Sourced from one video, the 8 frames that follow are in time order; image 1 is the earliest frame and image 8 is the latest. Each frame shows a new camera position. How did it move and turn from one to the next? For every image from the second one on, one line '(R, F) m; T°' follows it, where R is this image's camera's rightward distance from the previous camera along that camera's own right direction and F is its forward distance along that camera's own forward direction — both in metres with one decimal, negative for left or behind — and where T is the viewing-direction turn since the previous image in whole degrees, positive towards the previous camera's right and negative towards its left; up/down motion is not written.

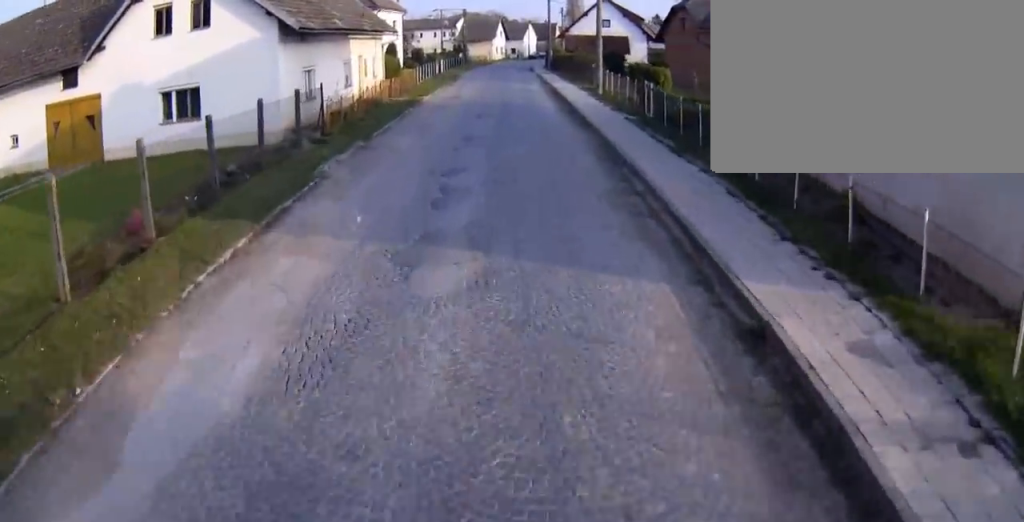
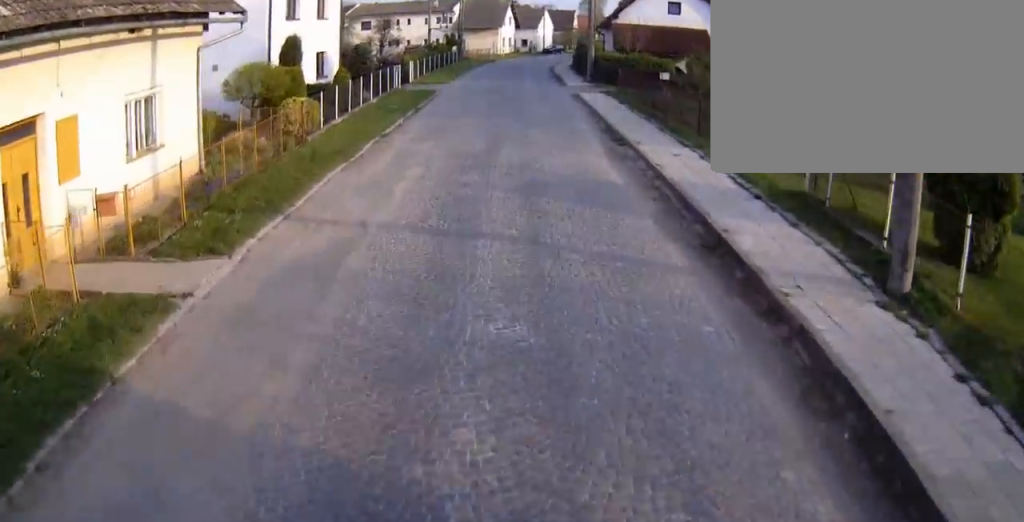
(-0.4, +26.7) m; 0°
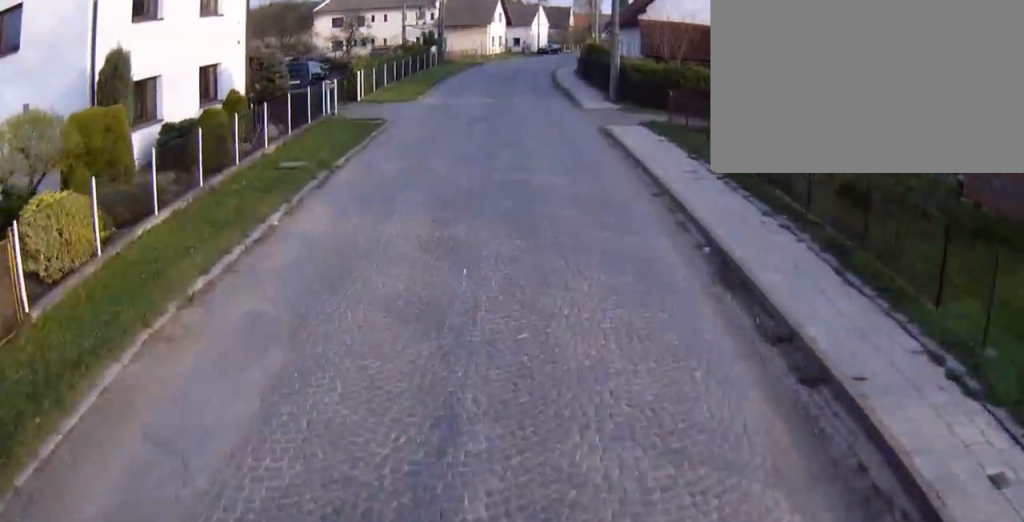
(+0.1, +12.2) m; +1°
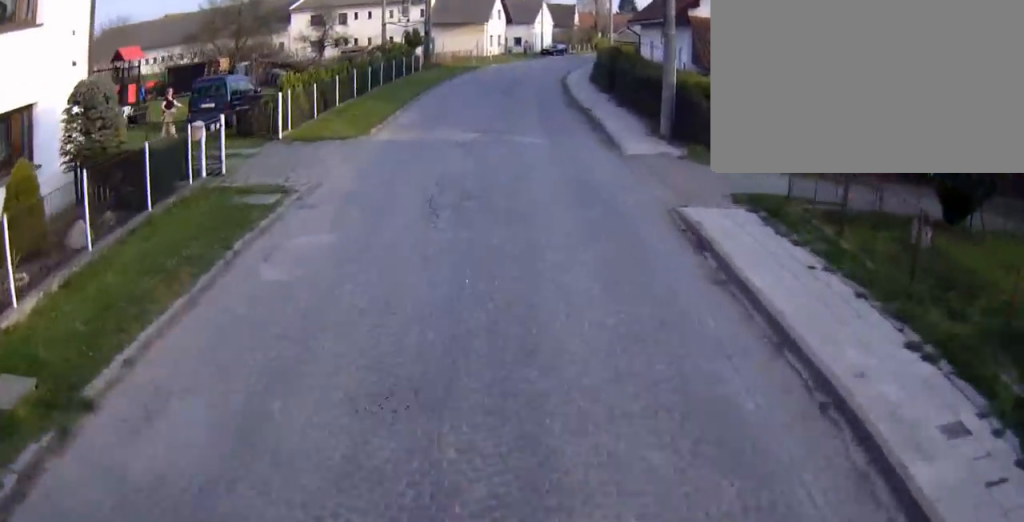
(0.0, +10.0) m; 0°
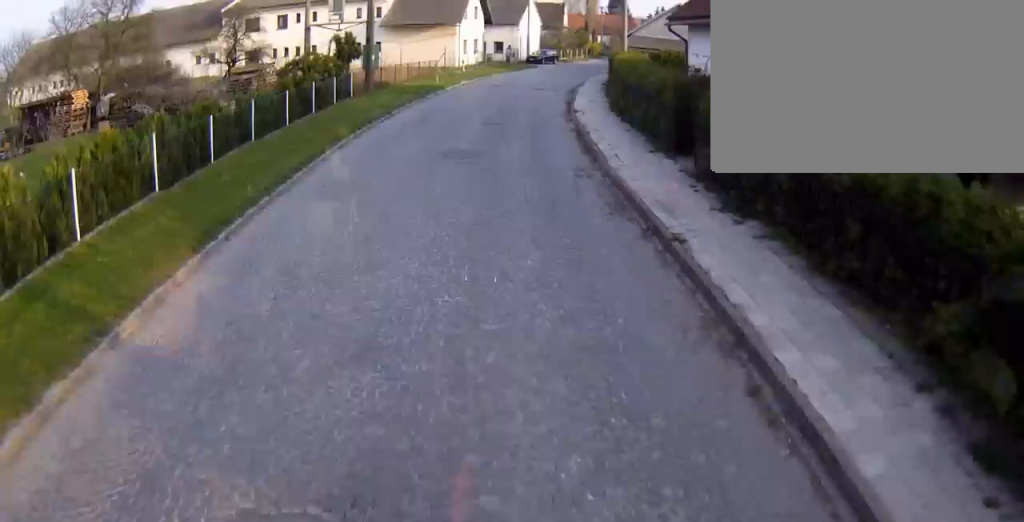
(+0.2, +16.2) m; +1°
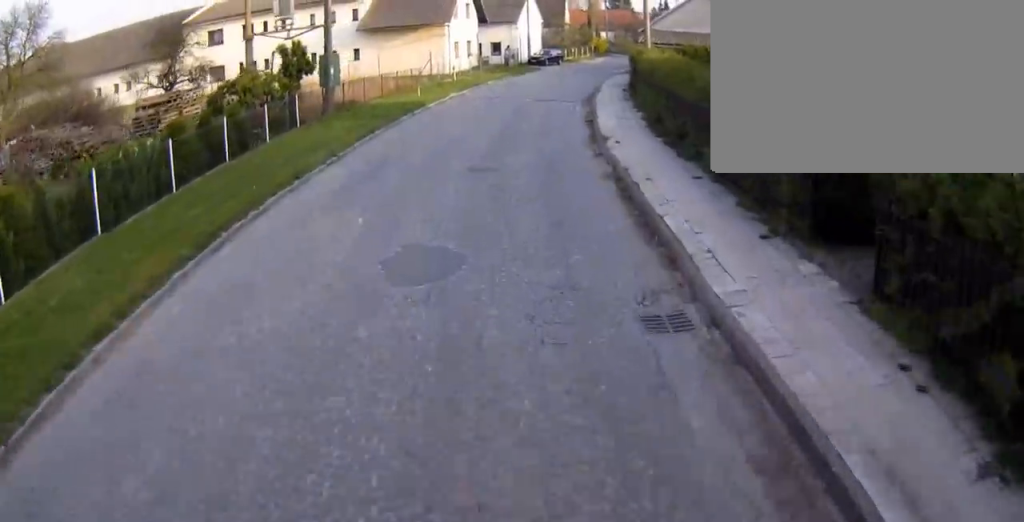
(0.0, +8.4) m; +1°
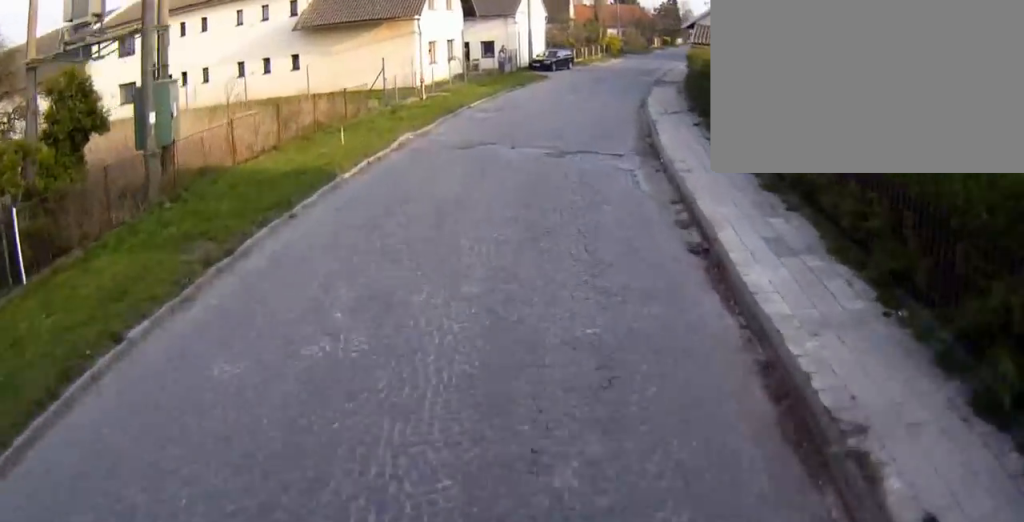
(+0.3, +14.9) m; +3°
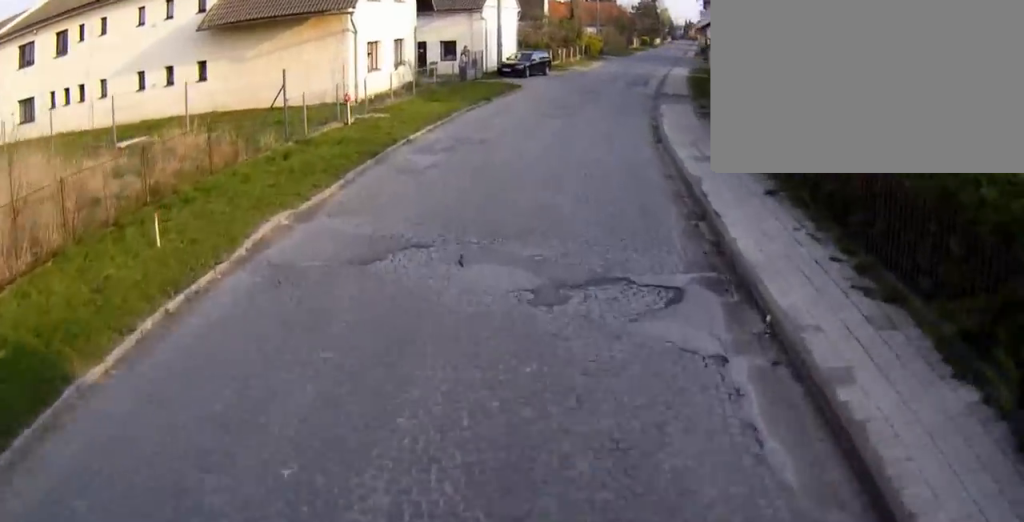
(+0.2, +9.2) m; +2°
